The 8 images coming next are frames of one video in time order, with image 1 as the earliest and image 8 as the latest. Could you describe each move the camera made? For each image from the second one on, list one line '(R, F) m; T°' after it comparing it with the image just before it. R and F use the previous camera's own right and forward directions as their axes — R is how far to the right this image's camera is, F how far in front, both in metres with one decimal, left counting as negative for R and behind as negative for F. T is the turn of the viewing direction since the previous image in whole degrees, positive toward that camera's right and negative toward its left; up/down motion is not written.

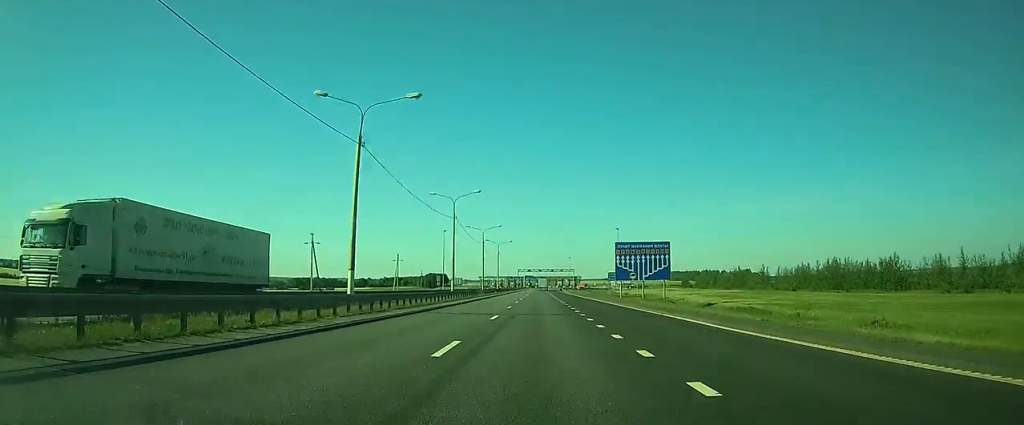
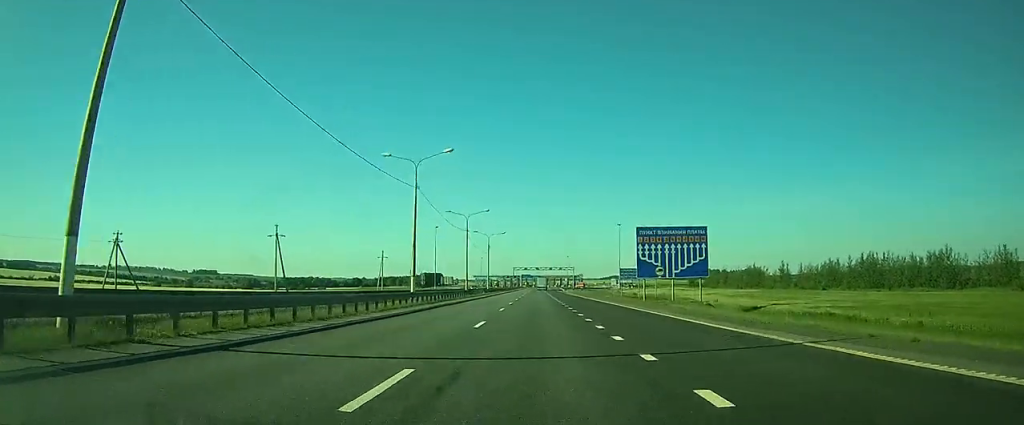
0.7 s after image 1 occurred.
(0.0, +16.9) m; 0°
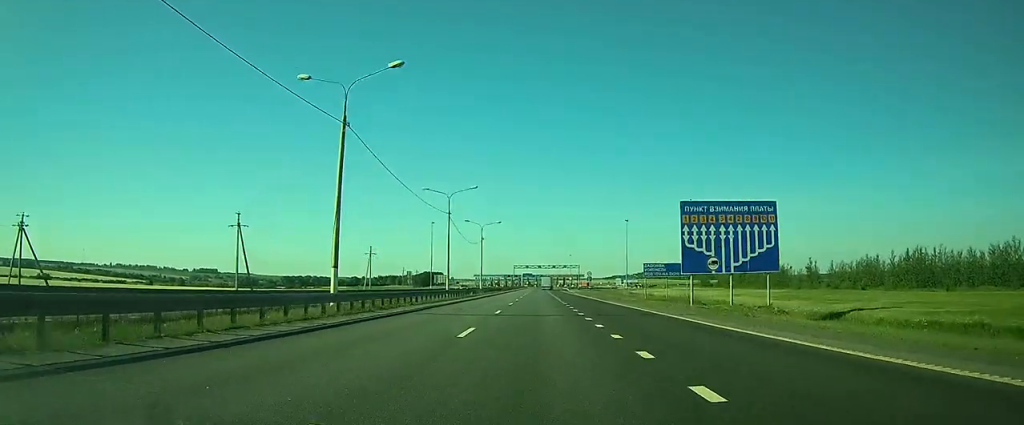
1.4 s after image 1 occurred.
(0.0, +15.9) m; 0°
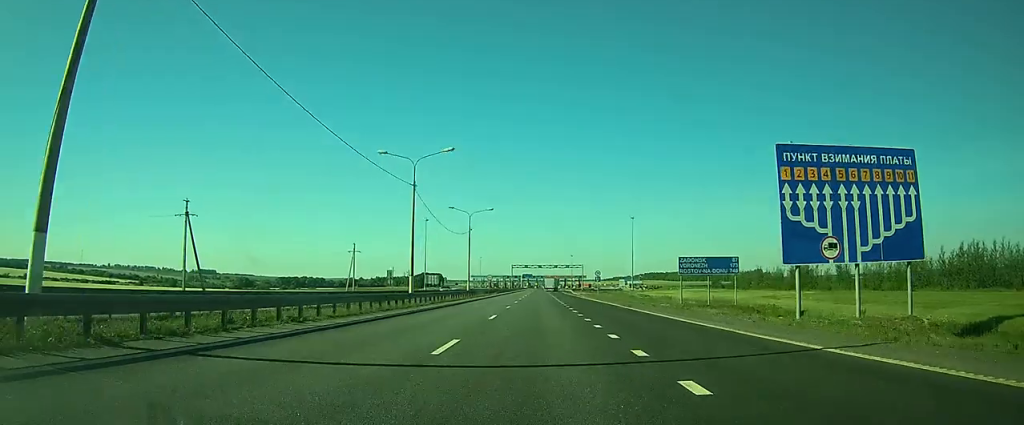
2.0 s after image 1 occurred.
(0.0, +15.7) m; 0°
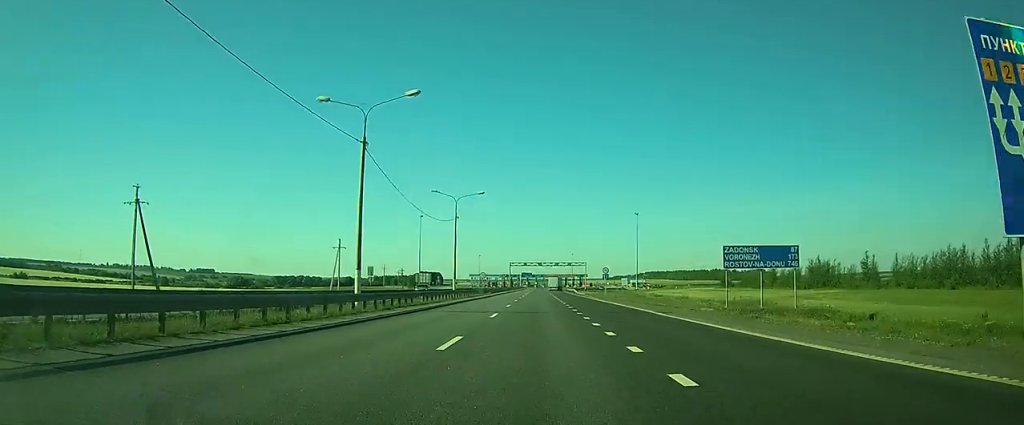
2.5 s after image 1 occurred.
(0.0, +11.5) m; 0°
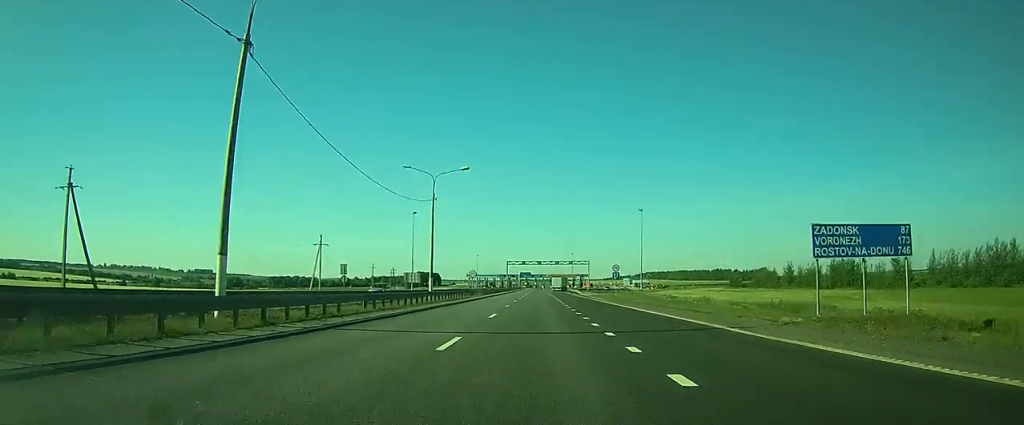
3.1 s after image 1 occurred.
(0.0, +12.3) m; 0°
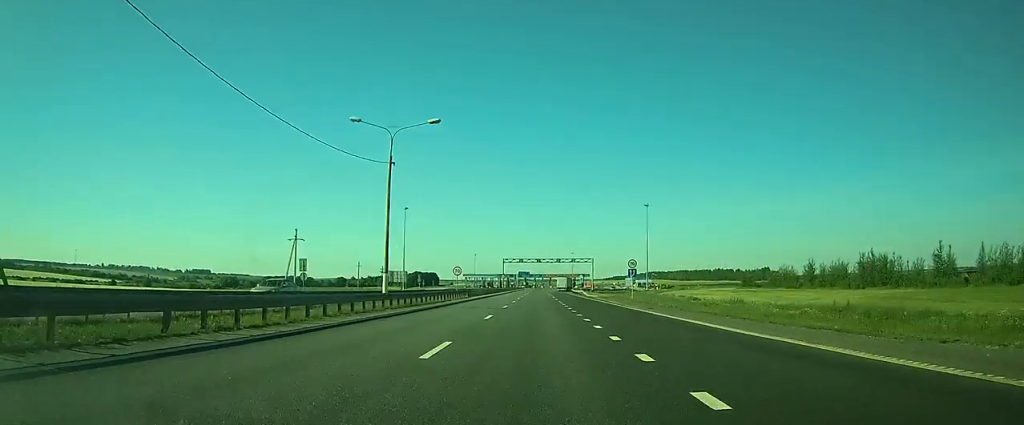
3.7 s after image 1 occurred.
(0.0, +13.5) m; 0°
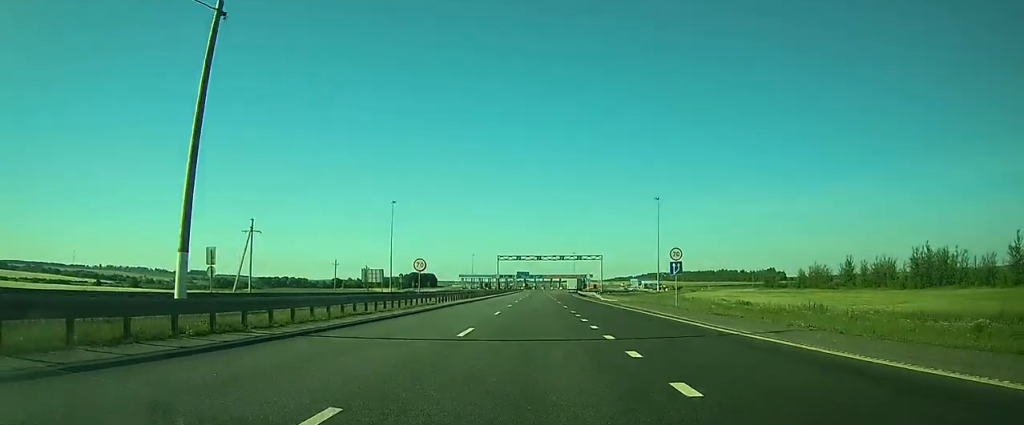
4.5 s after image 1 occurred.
(0.0, +19.3) m; 0°
